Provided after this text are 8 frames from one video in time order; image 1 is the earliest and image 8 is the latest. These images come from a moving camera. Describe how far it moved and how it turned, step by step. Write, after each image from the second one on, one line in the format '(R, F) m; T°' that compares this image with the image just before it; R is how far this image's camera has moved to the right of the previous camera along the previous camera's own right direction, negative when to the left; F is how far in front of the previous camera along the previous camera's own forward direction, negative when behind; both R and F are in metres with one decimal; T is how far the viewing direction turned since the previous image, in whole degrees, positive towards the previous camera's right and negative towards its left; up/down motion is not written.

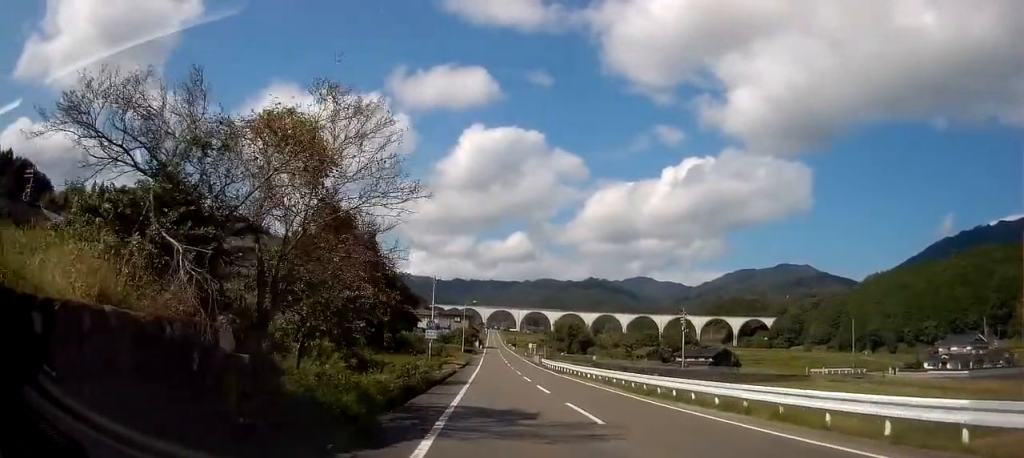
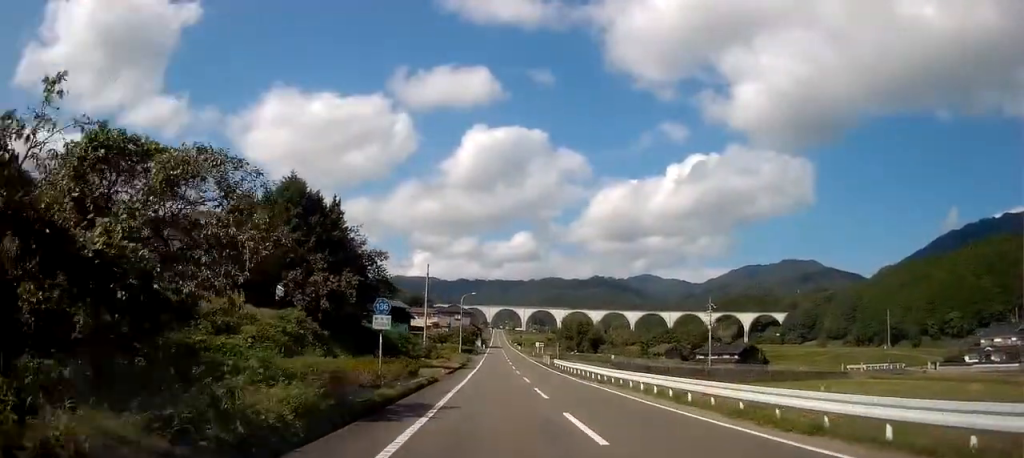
(0.0, +12.5) m; -1°
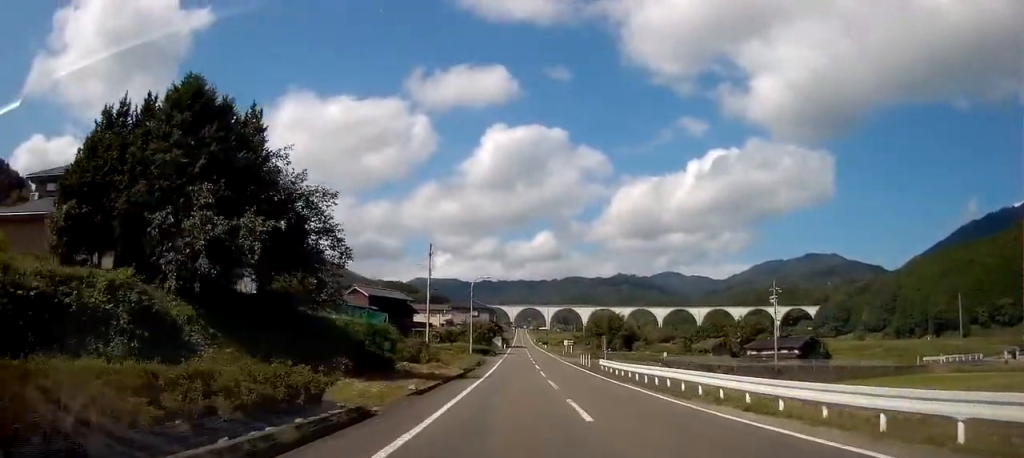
(-0.3, +17.7) m; -2°
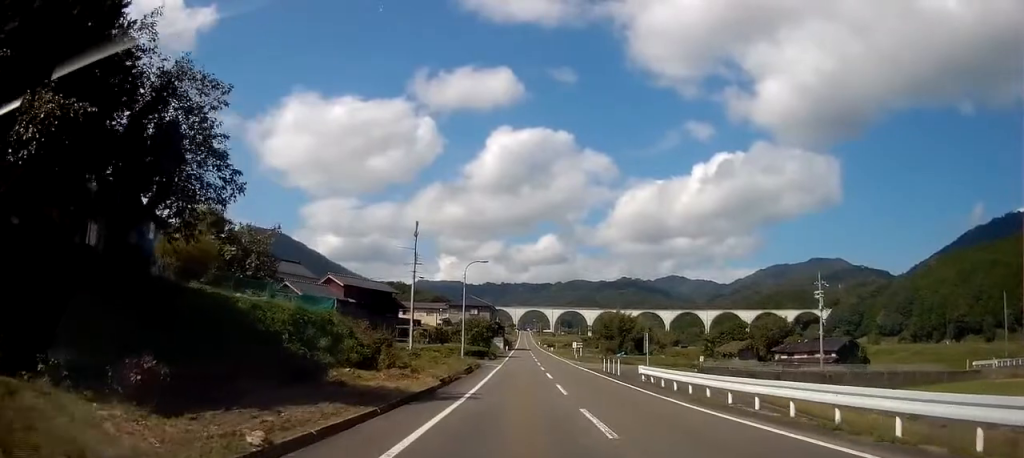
(-0.1, +12.4) m; -1°
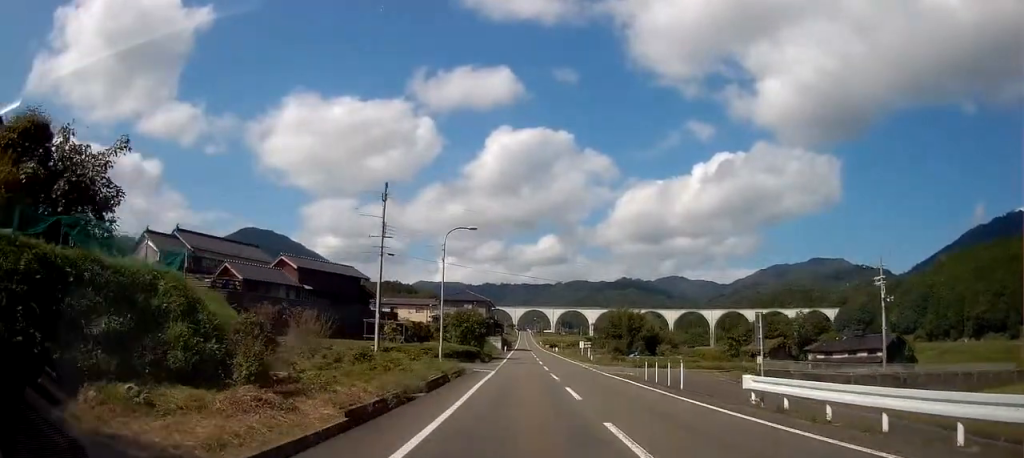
(-0.1, +13.5) m; 0°
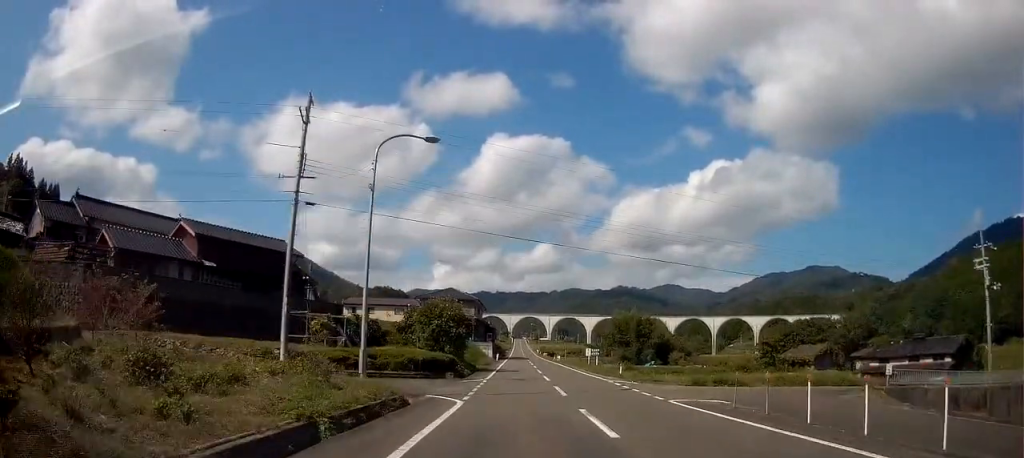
(+0.2, +16.6) m; 0°
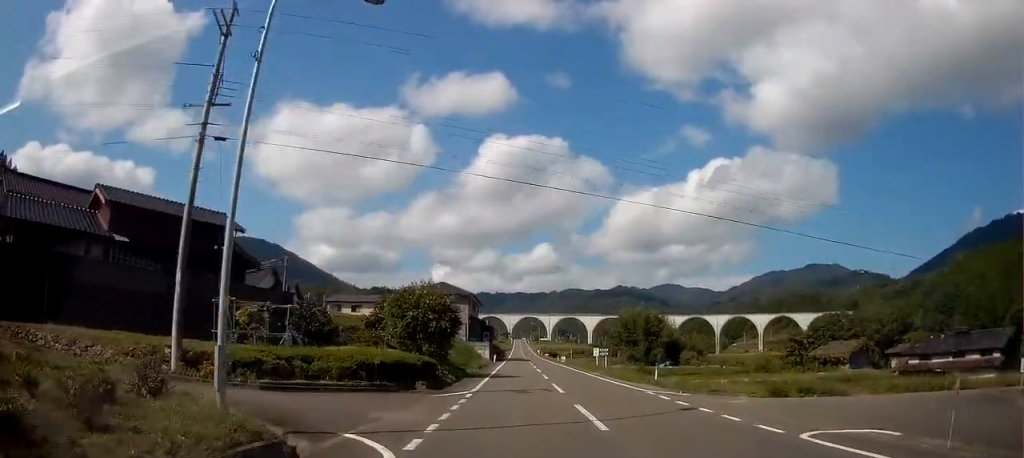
(0.0, +8.8) m; 0°
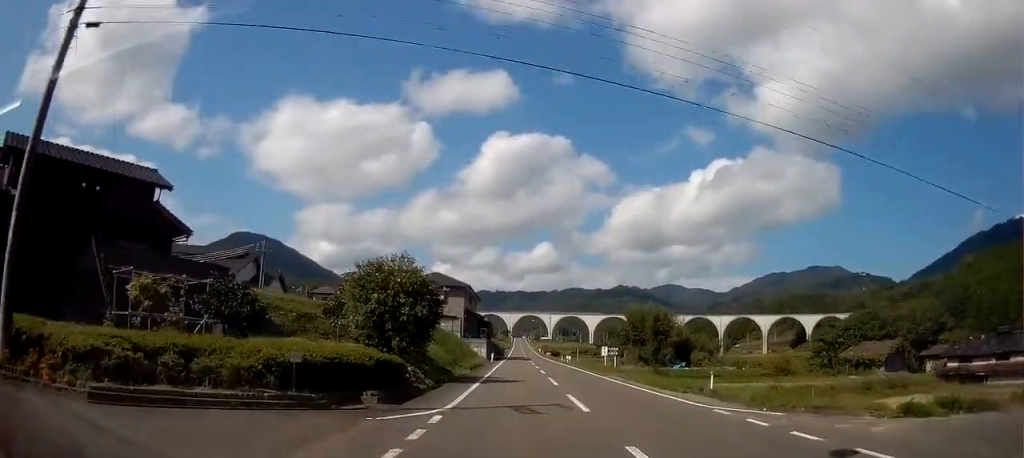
(-0.1, +7.6) m; 0°
